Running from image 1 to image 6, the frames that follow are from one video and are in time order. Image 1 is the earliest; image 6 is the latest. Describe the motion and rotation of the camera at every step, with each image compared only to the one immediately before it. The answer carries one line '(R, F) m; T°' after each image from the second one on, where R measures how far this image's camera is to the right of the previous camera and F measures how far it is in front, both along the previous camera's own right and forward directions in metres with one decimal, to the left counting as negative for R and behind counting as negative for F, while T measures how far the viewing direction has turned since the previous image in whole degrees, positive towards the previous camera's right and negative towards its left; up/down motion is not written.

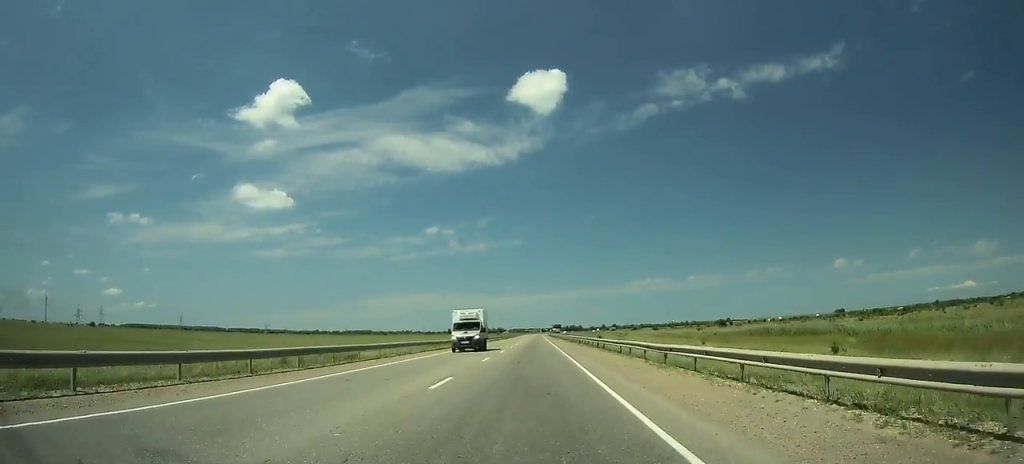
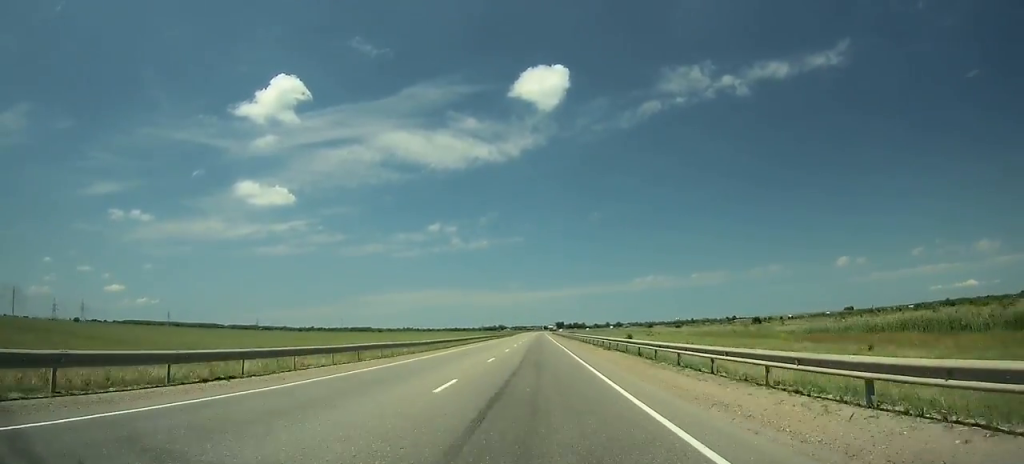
(0.0, +36.8) m; 0°
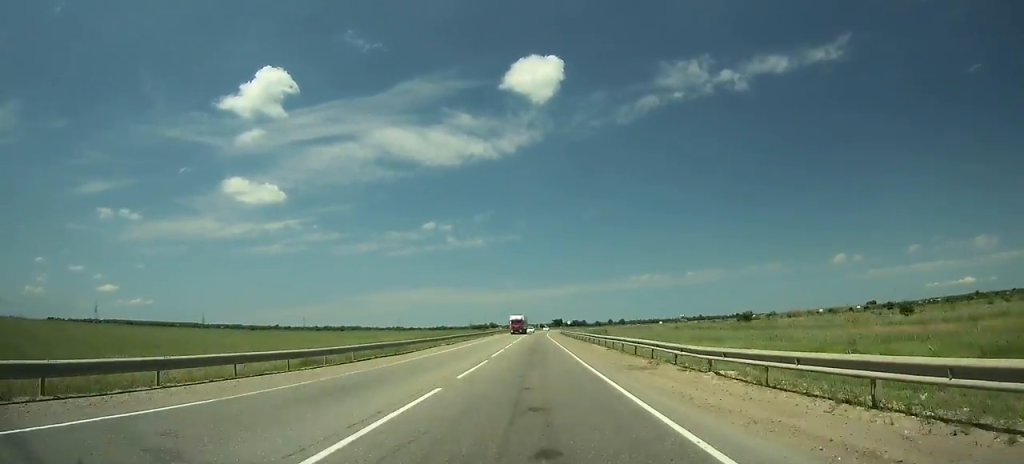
(+0.1, +137.5) m; 0°
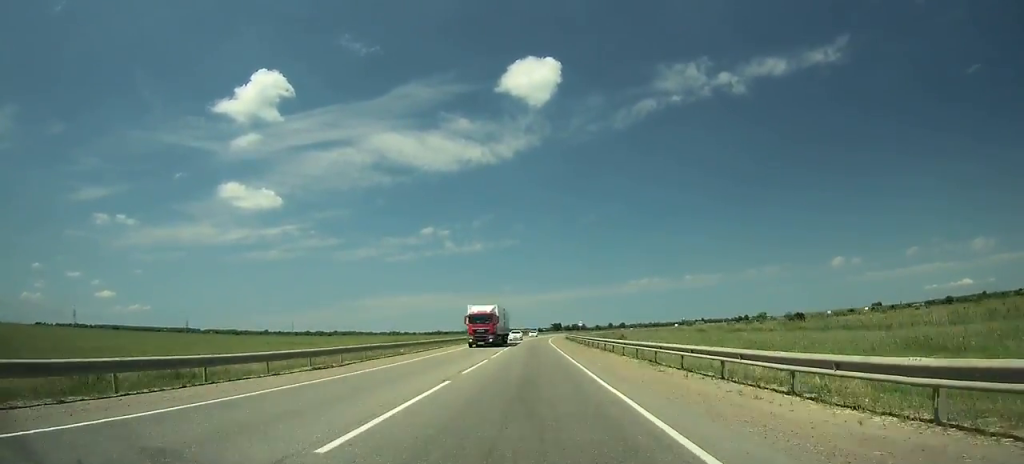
(0.0, +32.6) m; 0°
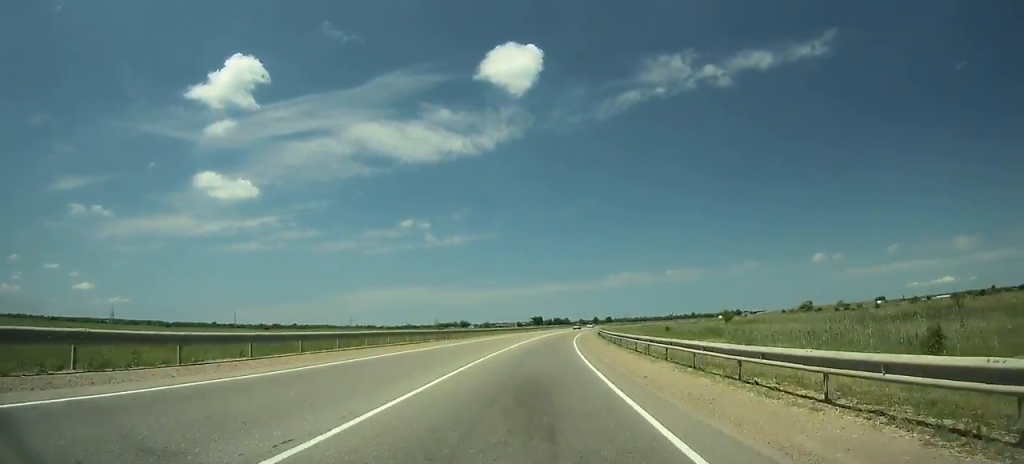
(+2.0, +106.5) m; +4°
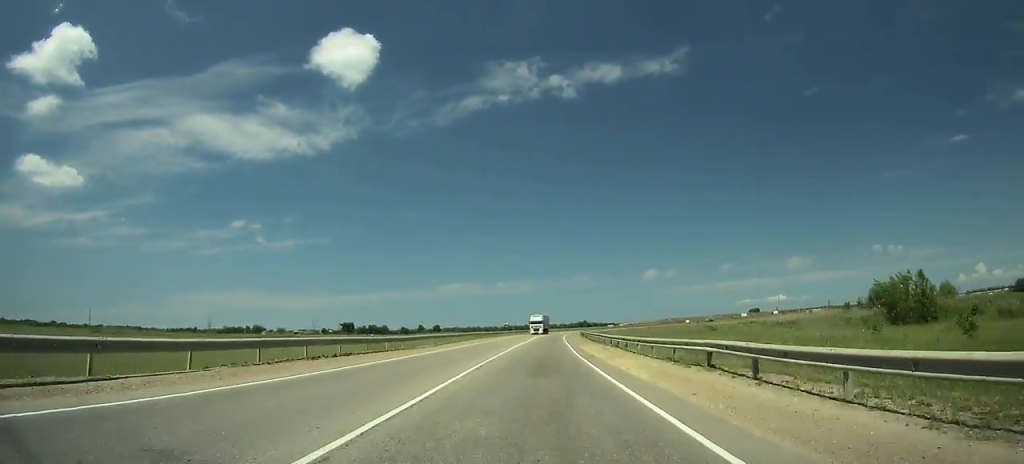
(+23.1, +196.2) m; +14°
